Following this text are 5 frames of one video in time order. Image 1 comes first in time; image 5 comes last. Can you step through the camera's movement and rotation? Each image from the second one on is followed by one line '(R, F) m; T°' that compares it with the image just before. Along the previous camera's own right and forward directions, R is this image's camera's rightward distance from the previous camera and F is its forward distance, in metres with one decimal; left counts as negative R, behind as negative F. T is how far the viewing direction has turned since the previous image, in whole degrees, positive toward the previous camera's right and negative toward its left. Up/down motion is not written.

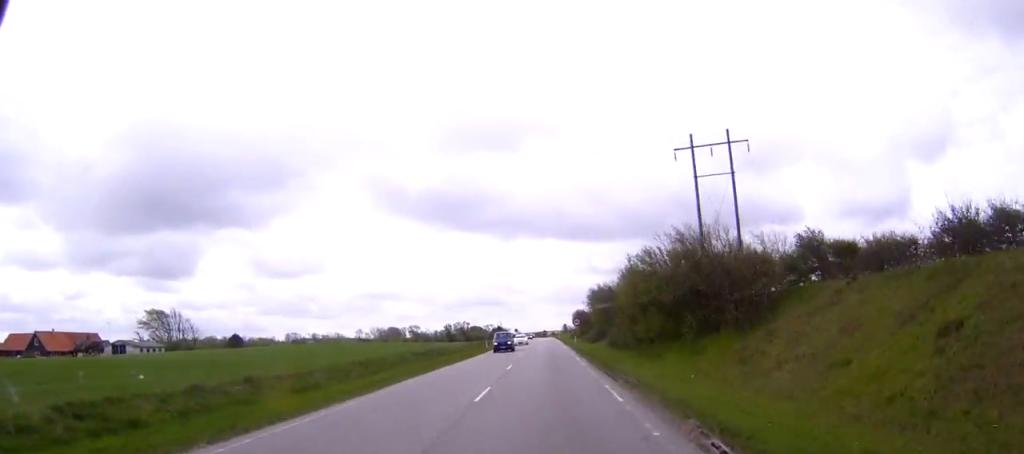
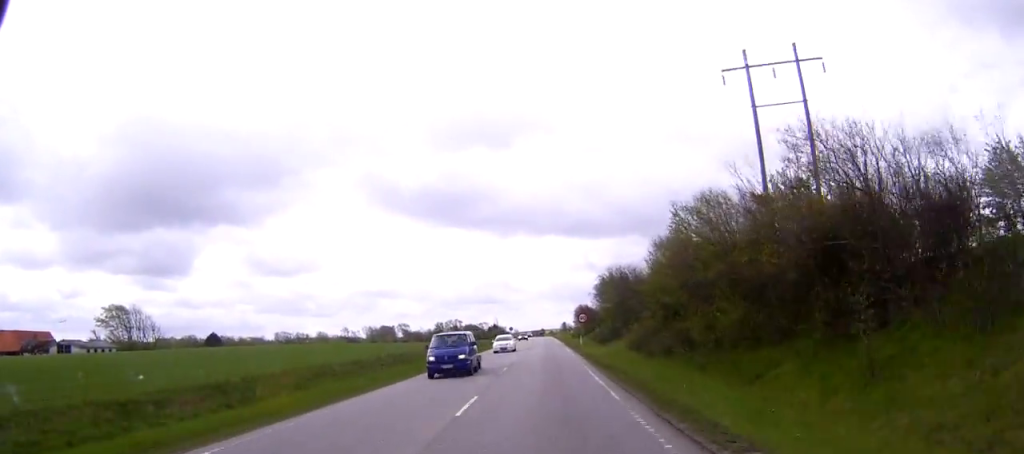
(0.0, +18.2) m; 0°
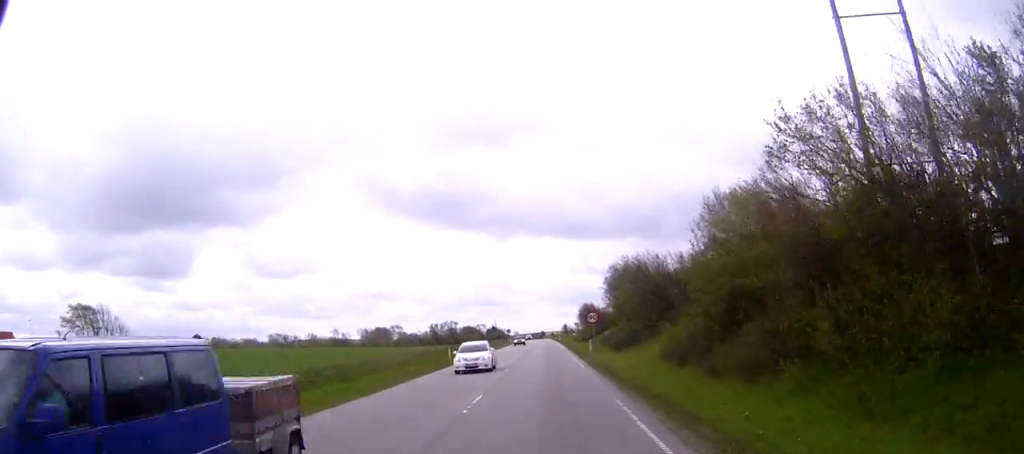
(0.0, +13.6) m; 0°
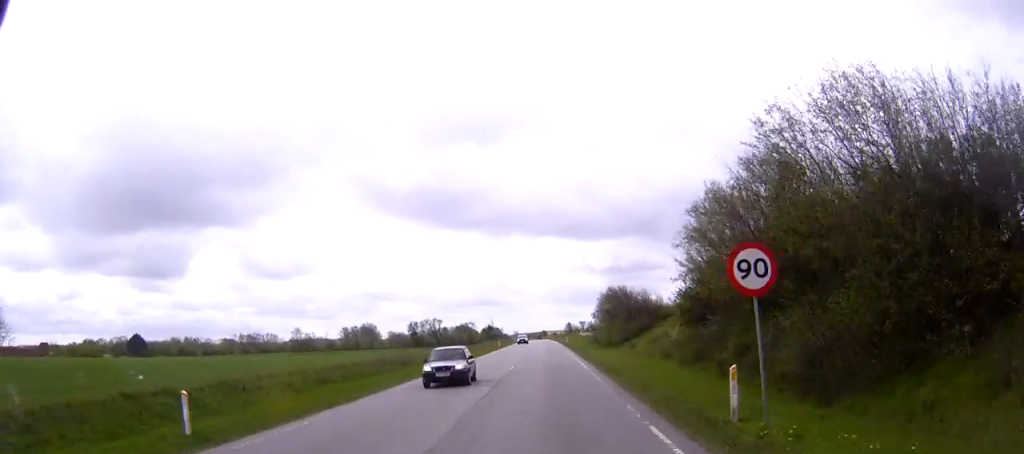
(+0.3, +41.0) m; 0°
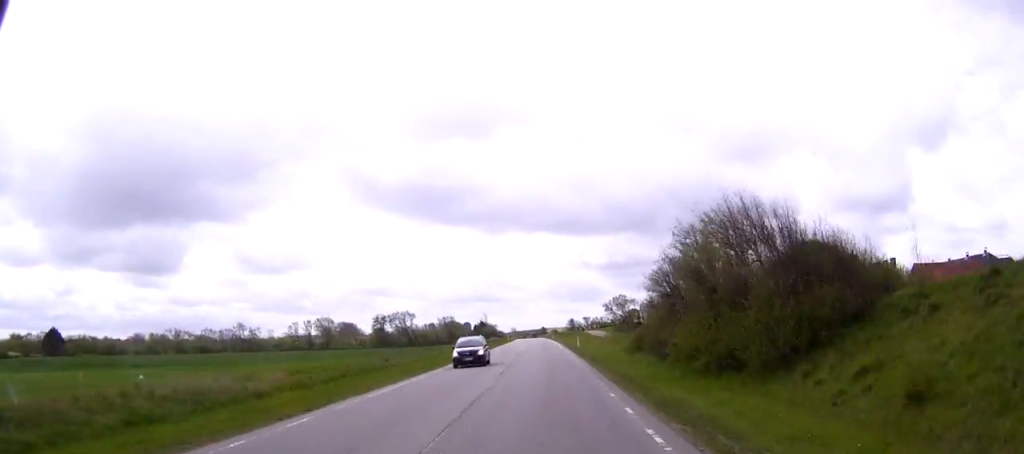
(-0.5, +42.0) m; -1°
